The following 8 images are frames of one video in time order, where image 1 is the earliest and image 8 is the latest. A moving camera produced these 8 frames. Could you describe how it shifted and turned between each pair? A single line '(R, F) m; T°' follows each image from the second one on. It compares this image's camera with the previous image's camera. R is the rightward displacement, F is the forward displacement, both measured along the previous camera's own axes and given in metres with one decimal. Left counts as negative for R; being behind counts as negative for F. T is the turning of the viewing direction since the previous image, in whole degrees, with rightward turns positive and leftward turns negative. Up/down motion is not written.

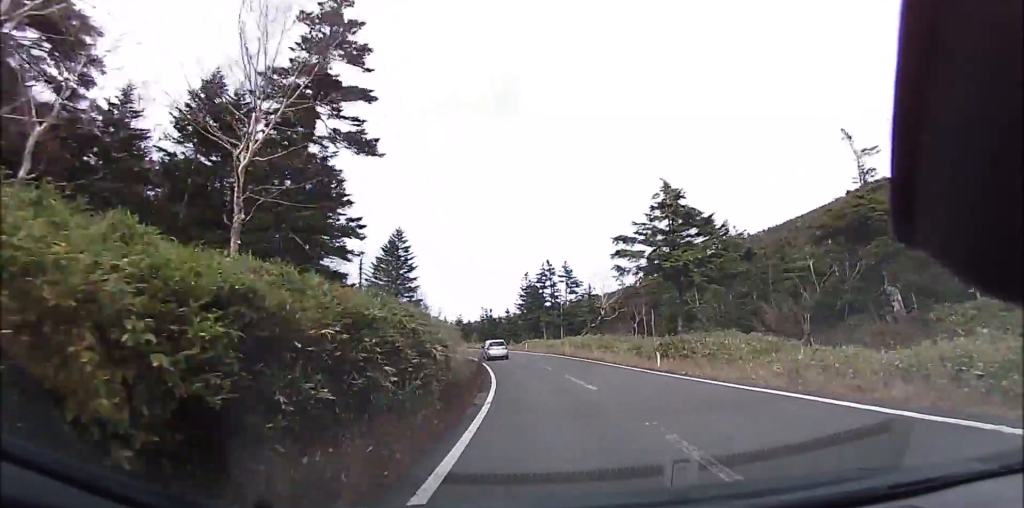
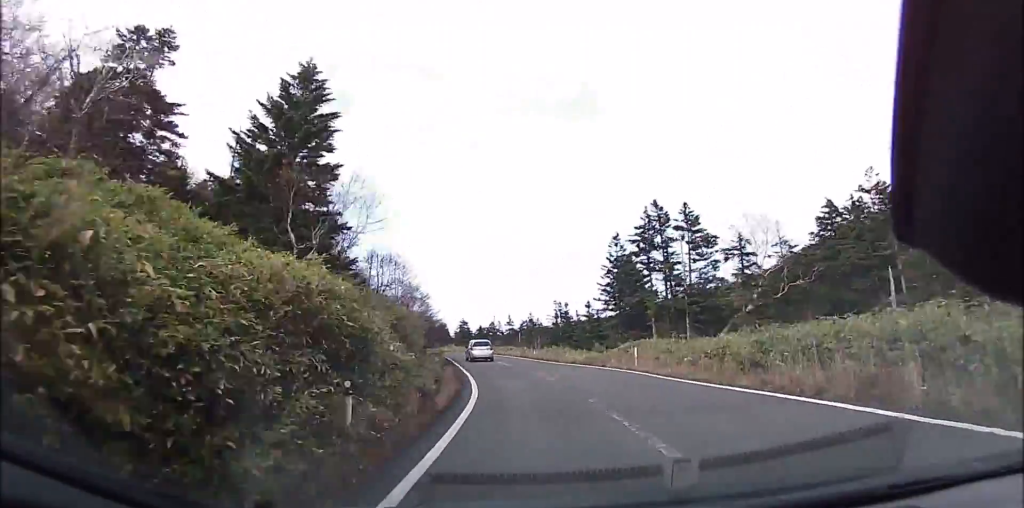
(-0.8, +27.0) m; -7°
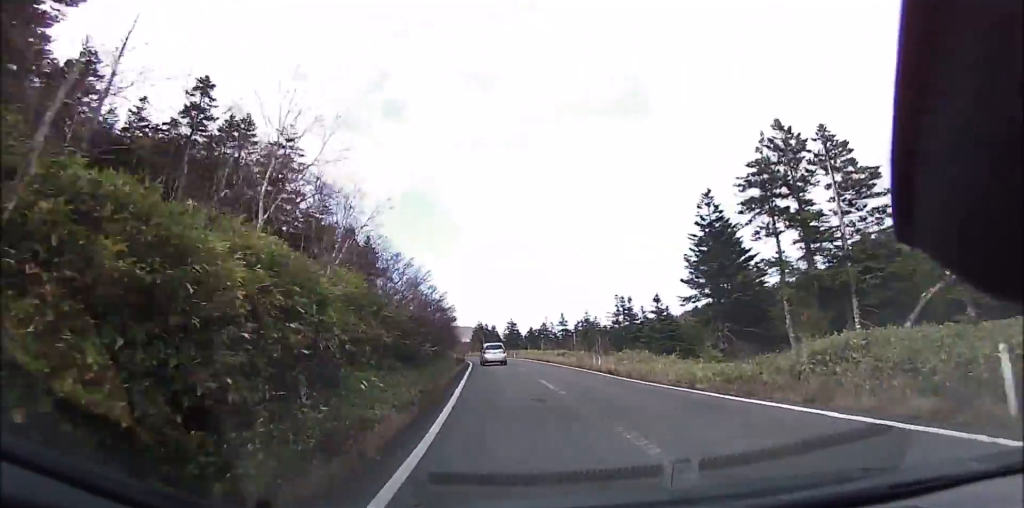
(0.0, +13.0) m; -6°
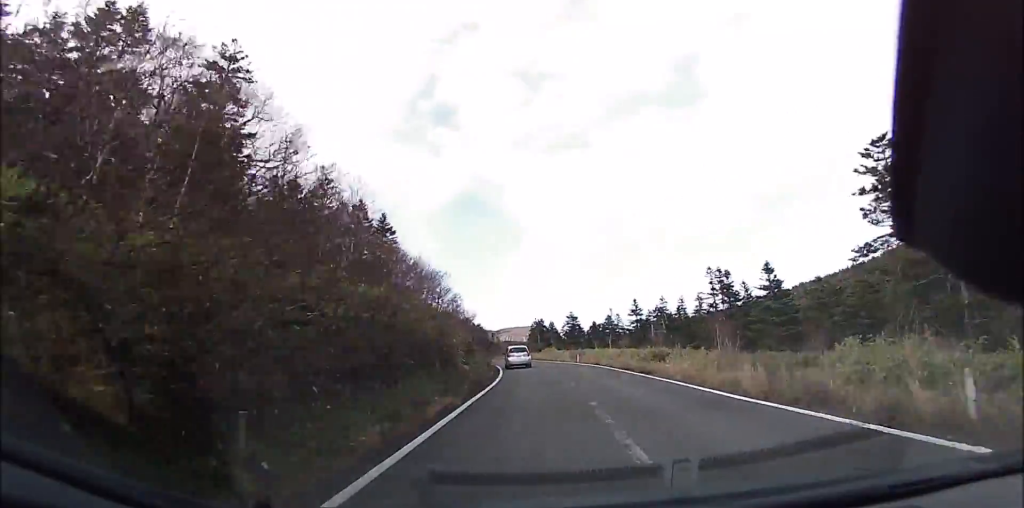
(-1.8, +17.2) m; -7°
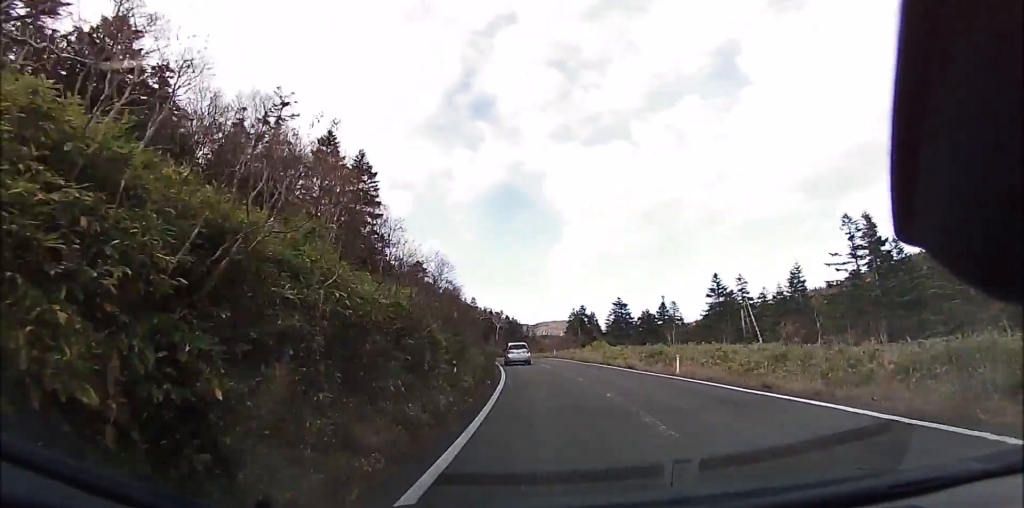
(-1.4, +18.9) m; -7°
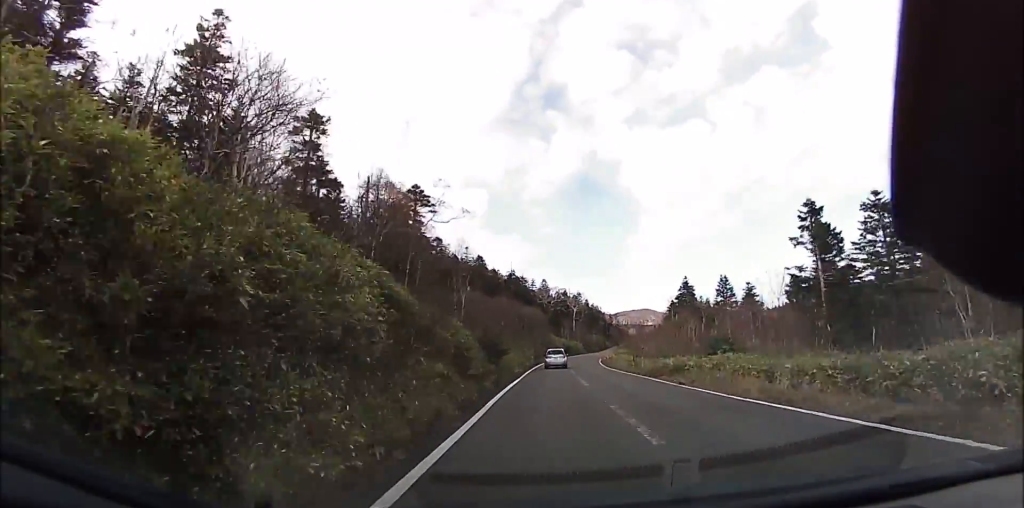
(-5.3, +50.4) m; -11°
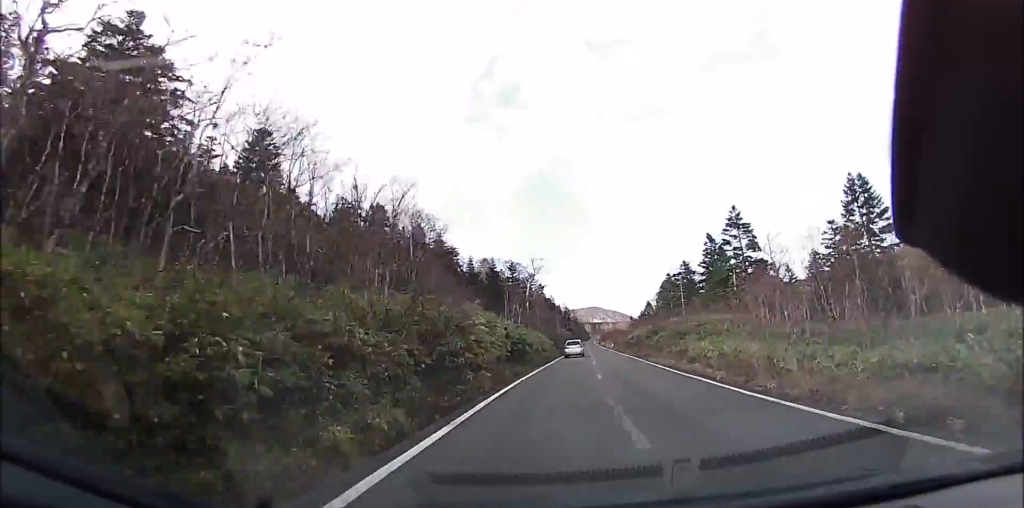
(-0.8, +50.1) m; +3°
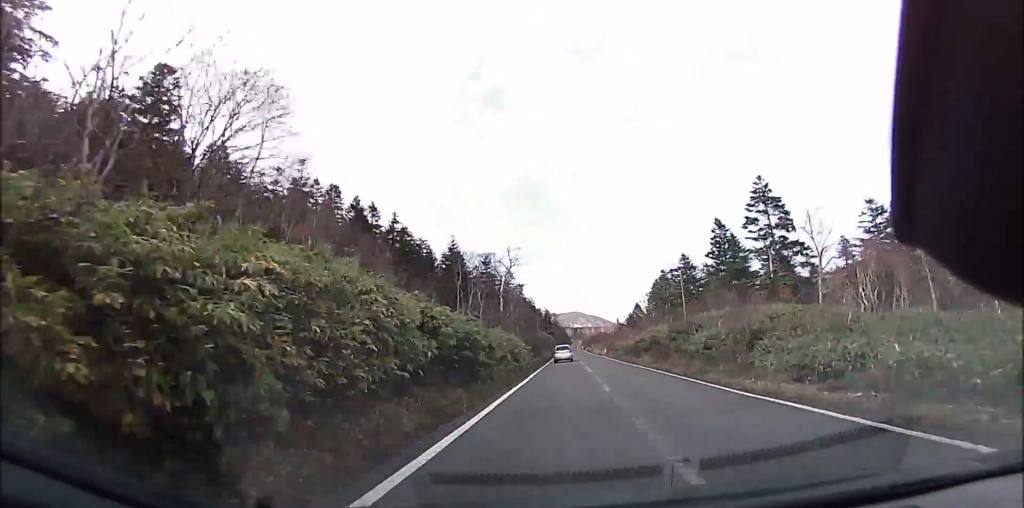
(+0.2, +12.0) m; +2°
